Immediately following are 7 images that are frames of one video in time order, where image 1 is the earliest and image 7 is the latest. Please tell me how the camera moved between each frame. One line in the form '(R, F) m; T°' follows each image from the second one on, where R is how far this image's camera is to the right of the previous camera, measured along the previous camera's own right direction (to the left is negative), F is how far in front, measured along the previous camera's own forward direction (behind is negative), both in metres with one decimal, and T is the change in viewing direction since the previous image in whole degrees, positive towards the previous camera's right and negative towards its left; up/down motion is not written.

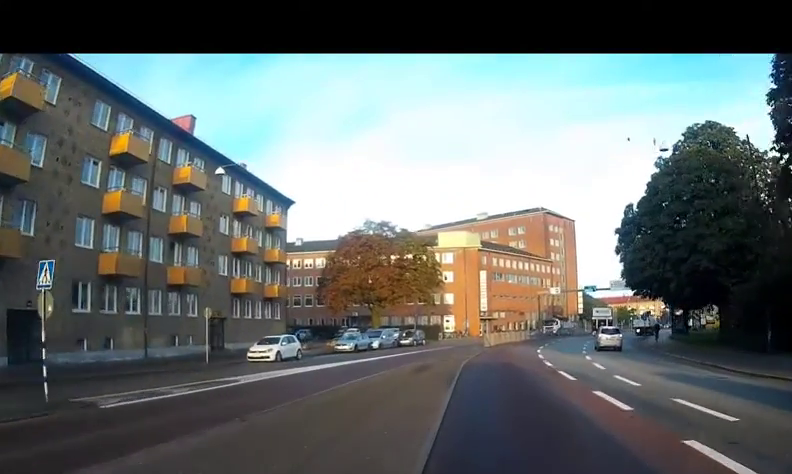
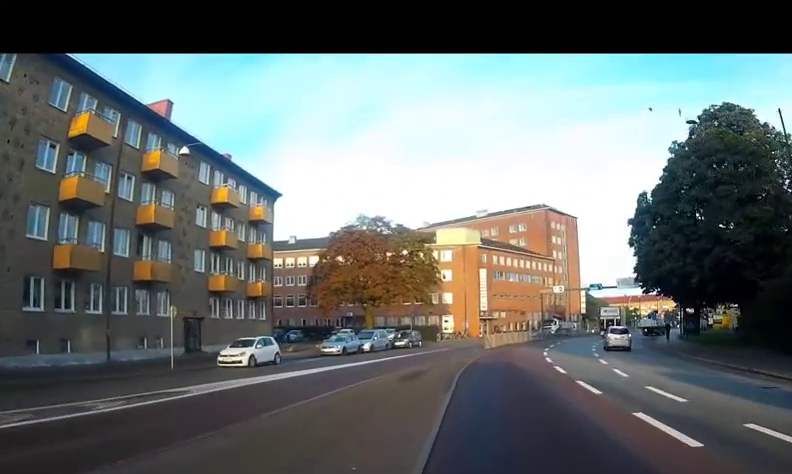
(-0.1, +3.4) m; +2°
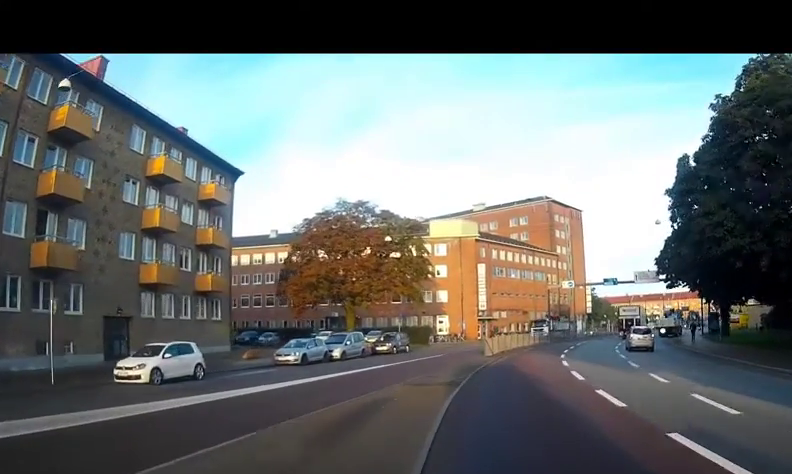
(+0.5, +8.0) m; +4°
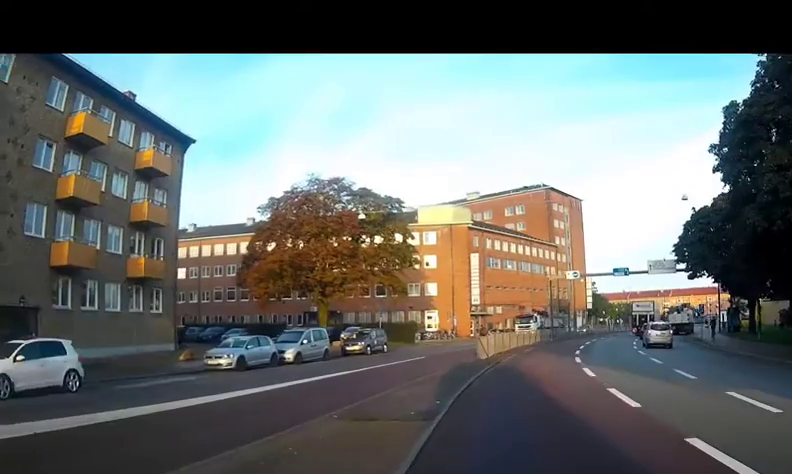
(+0.2, +6.9) m; +1°
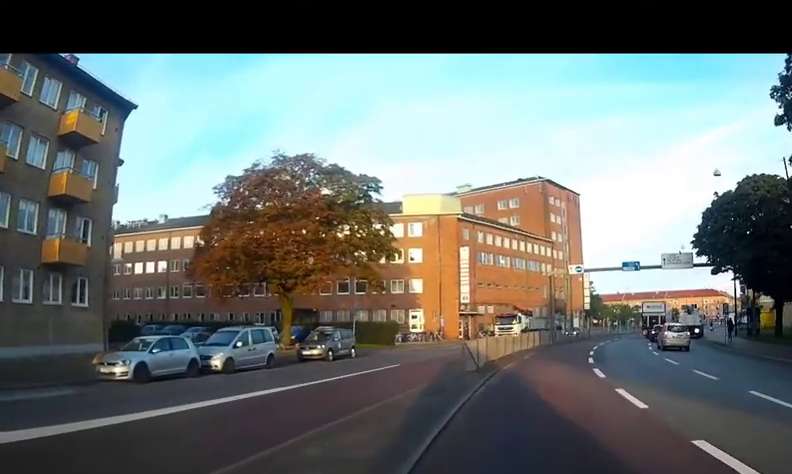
(-0.2, +6.3) m; 0°
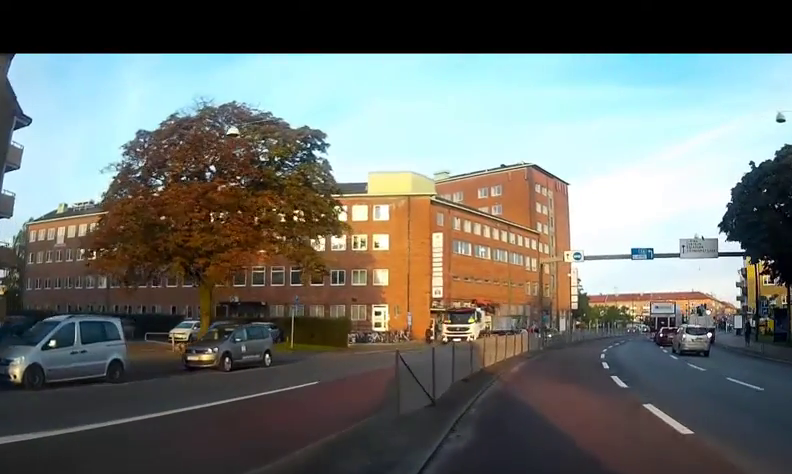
(+0.4, +8.8) m; +4°
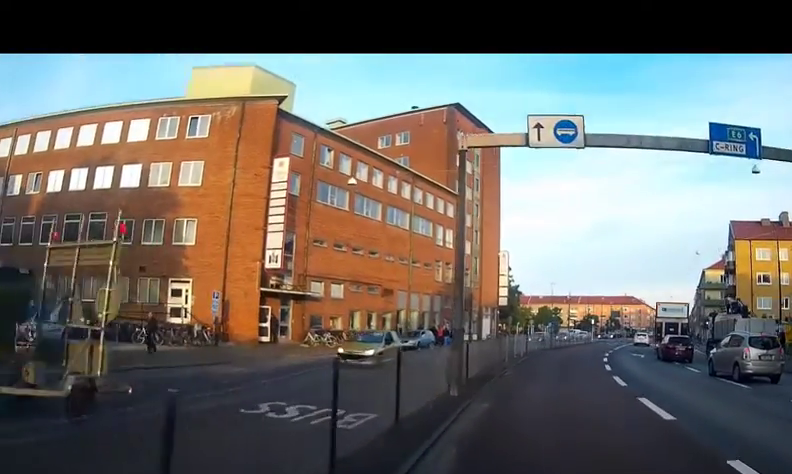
(+1.1, +22.9) m; +7°
